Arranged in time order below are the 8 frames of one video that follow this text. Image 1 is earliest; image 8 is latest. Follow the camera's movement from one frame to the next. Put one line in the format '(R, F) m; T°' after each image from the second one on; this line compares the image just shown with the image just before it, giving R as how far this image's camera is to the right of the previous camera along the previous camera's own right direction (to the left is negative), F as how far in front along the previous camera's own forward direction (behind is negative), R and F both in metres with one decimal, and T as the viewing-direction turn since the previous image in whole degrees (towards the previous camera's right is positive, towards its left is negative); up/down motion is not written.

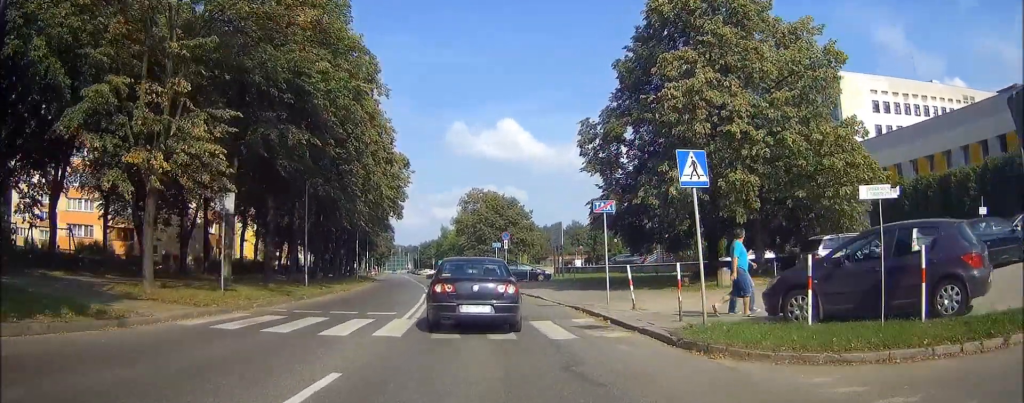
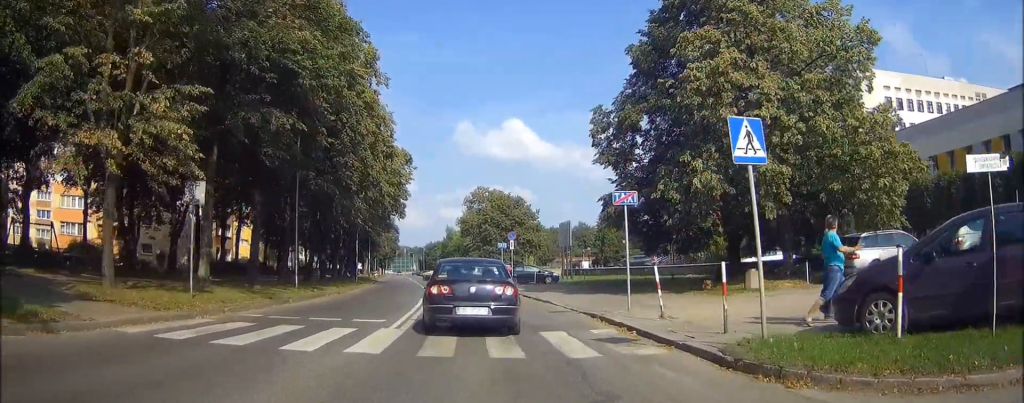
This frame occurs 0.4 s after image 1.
(0.0, +2.7) m; 0°
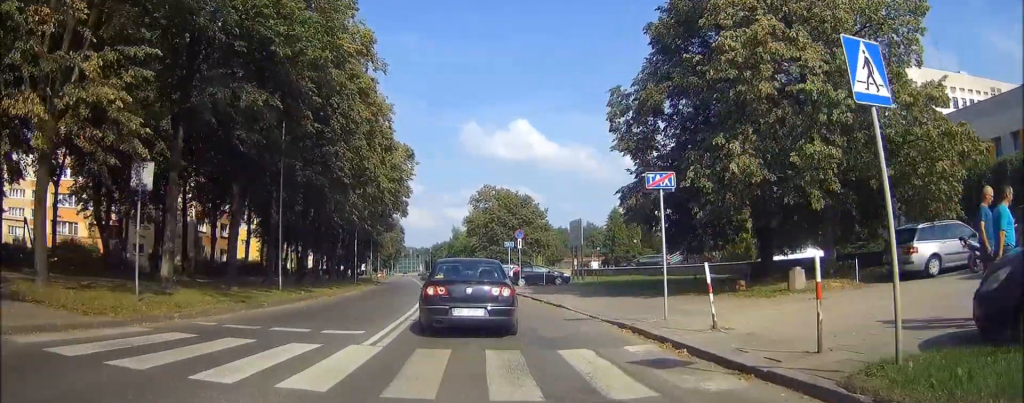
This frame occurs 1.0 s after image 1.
(0.0, +3.4) m; 0°
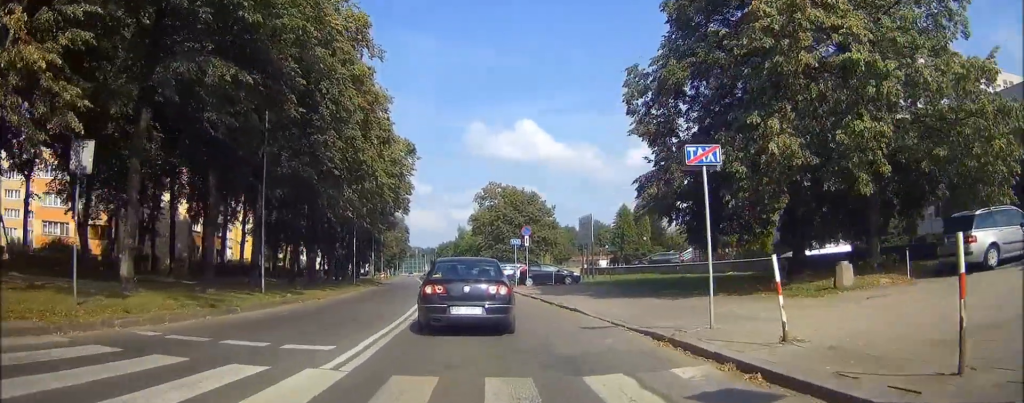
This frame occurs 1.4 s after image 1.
(0.0, +2.8) m; 0°
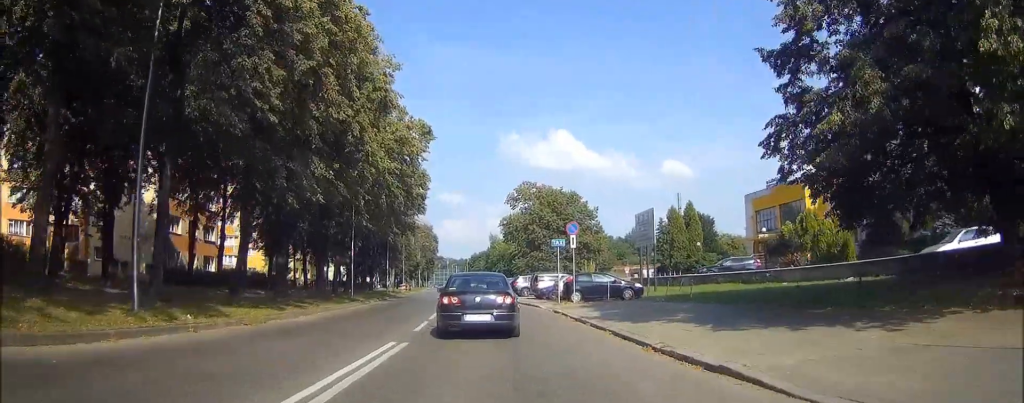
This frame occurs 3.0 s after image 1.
(-0.1, +11.1) m; -3°
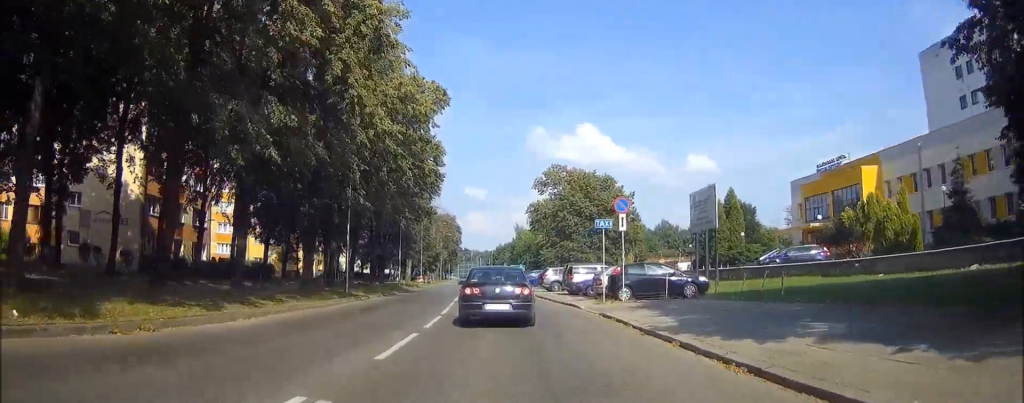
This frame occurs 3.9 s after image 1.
(-0.2, +6.8) m; -4°
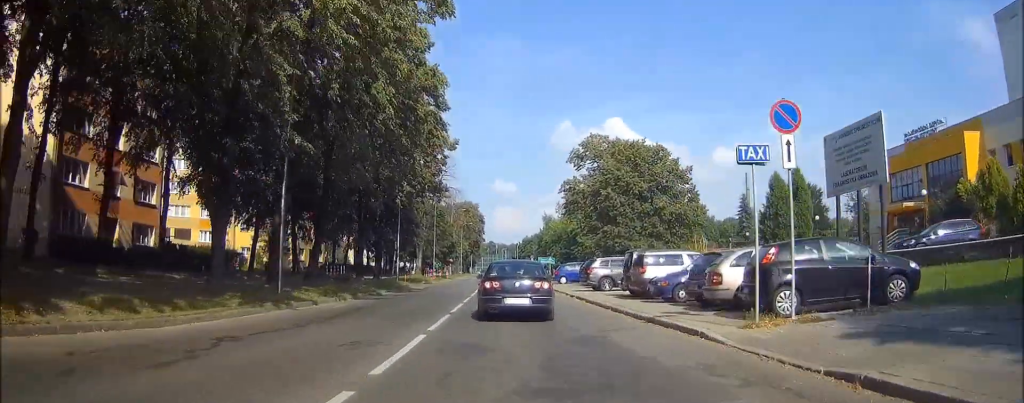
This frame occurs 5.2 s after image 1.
(-0.6, +11.9) m; -4°
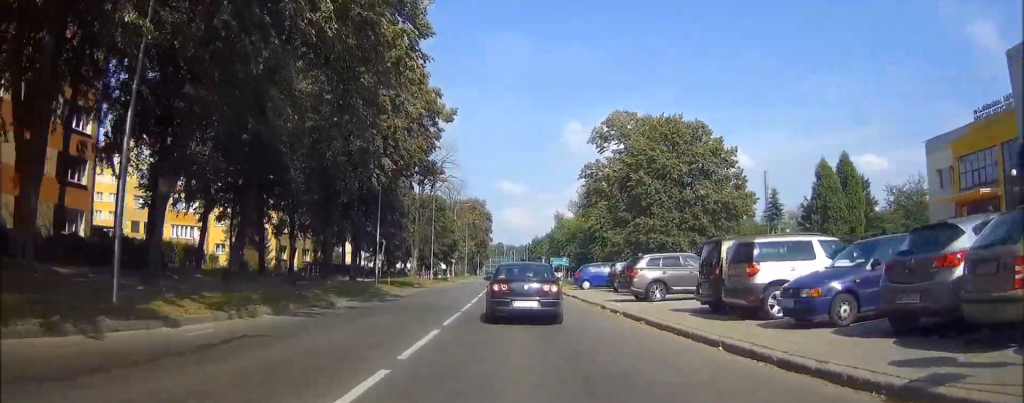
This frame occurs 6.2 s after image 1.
(0.0, +9.3) m; 0°
